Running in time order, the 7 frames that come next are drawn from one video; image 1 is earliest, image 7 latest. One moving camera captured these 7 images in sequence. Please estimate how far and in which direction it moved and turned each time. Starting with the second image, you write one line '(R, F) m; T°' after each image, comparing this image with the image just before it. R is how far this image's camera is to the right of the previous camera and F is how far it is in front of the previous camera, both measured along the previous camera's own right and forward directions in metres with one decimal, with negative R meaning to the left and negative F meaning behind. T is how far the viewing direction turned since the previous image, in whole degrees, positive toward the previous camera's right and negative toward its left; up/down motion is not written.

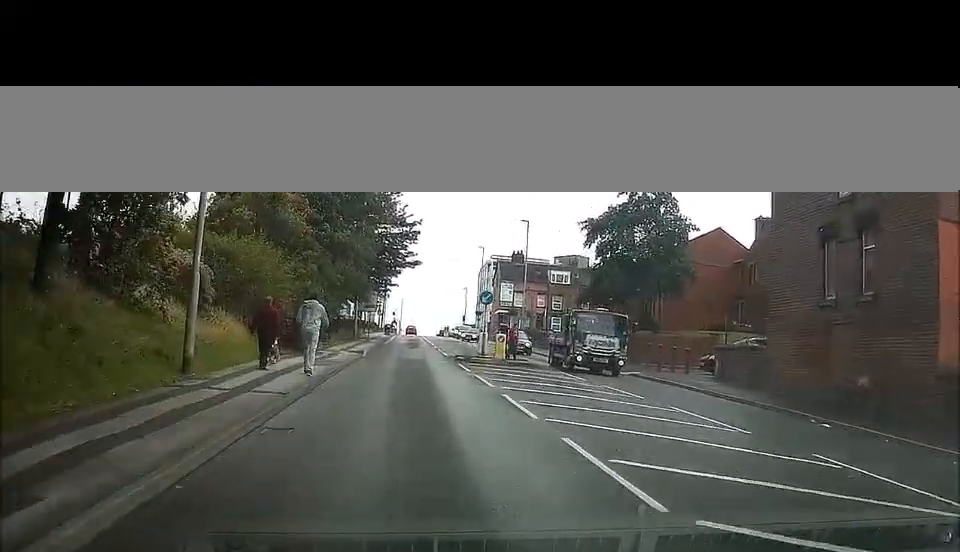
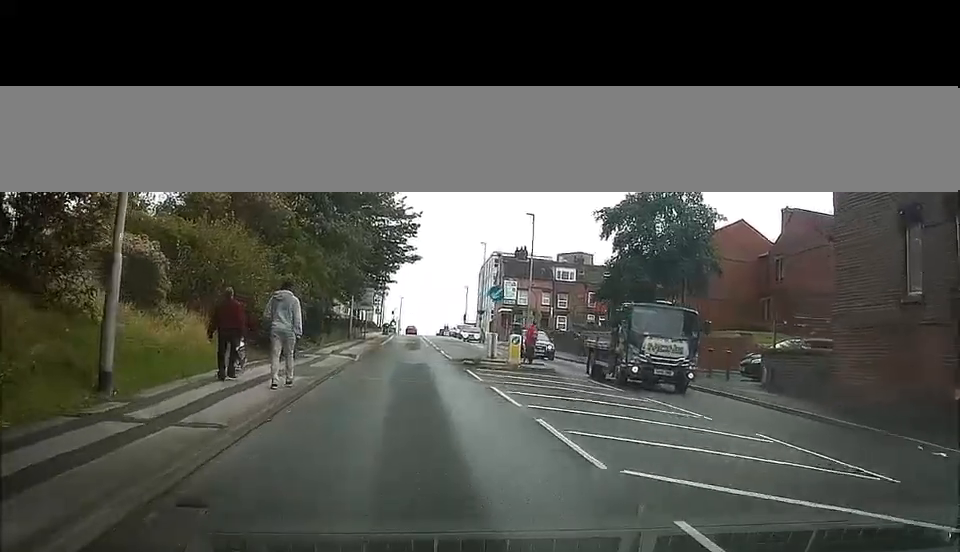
(-0.1, +4.6) m; 0°
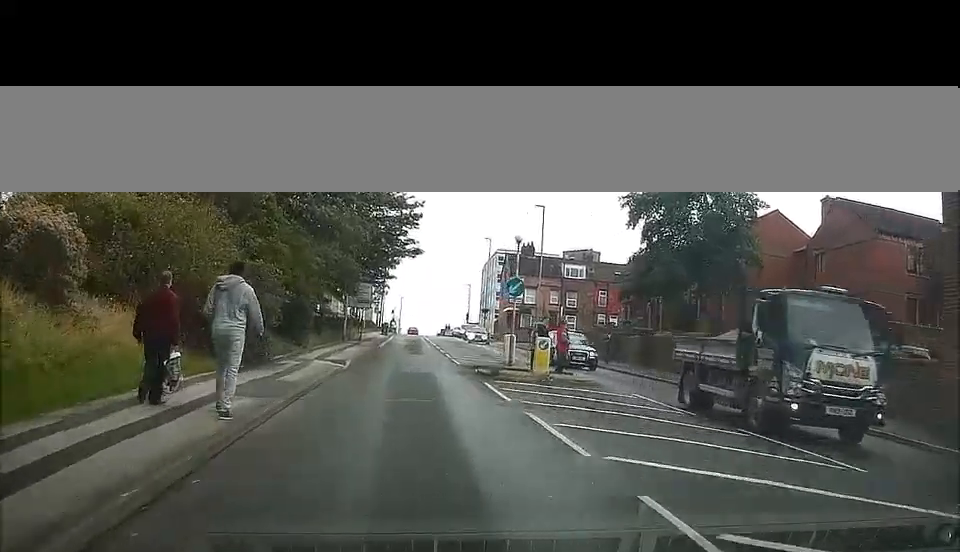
(0.0, +5.3) m; +1°
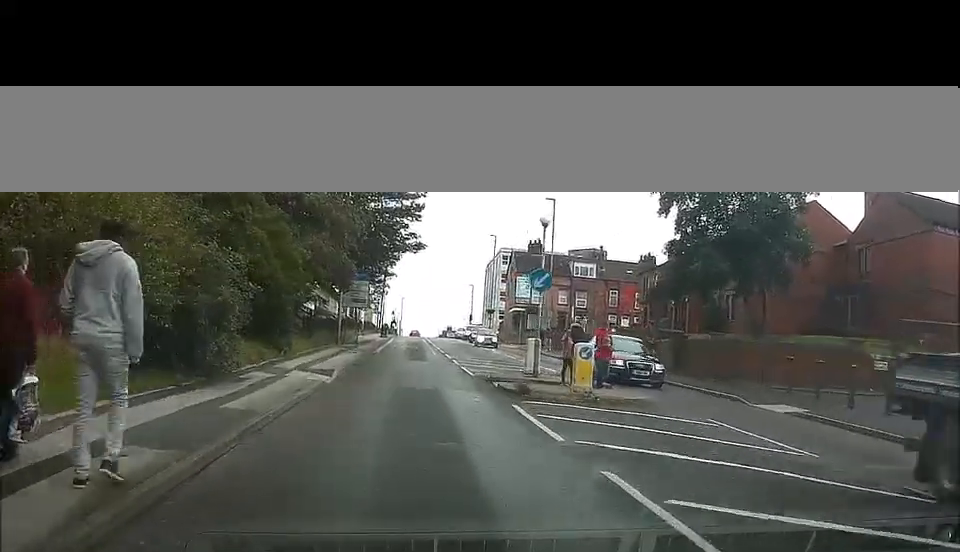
(0.0, +5.0) m; +1°
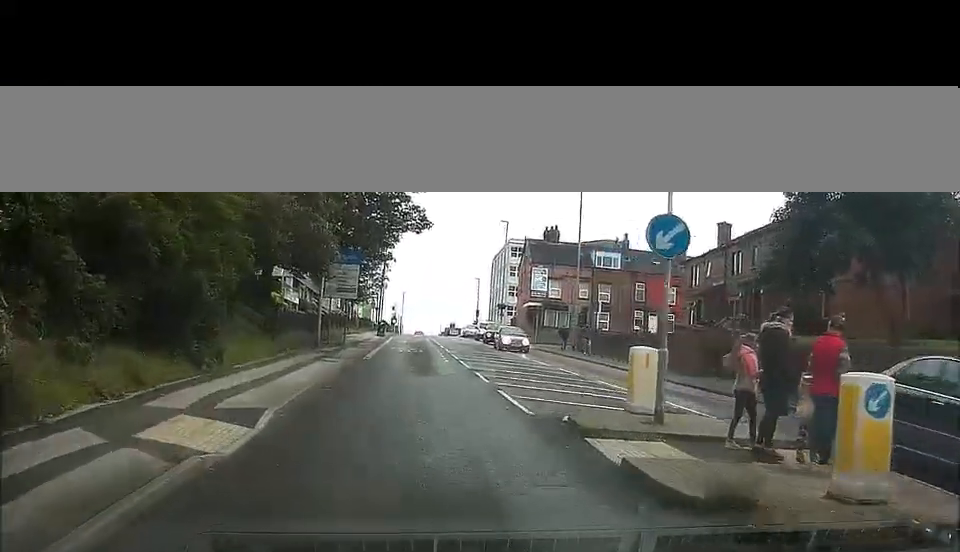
(+0.3, +10.7) m; +1°
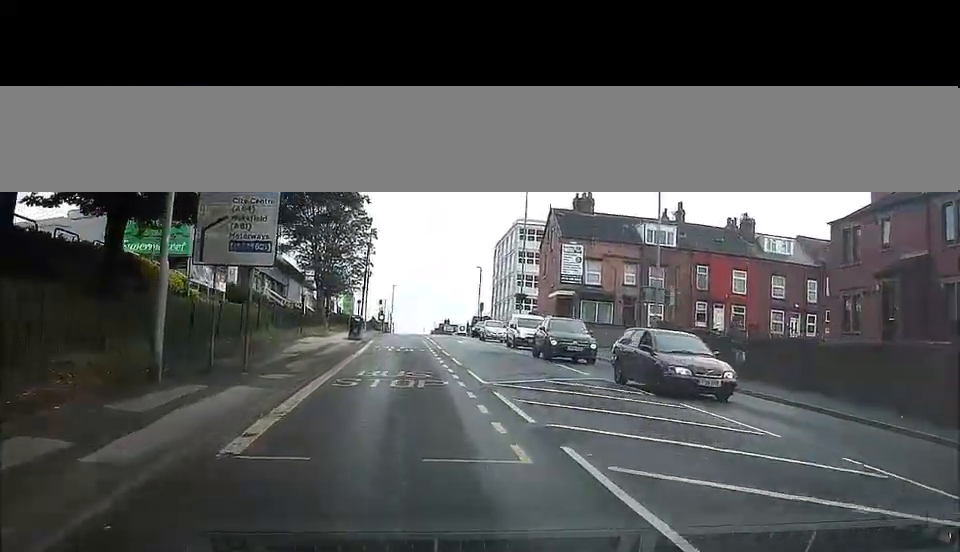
(-0.9, +21.0) m; -3°
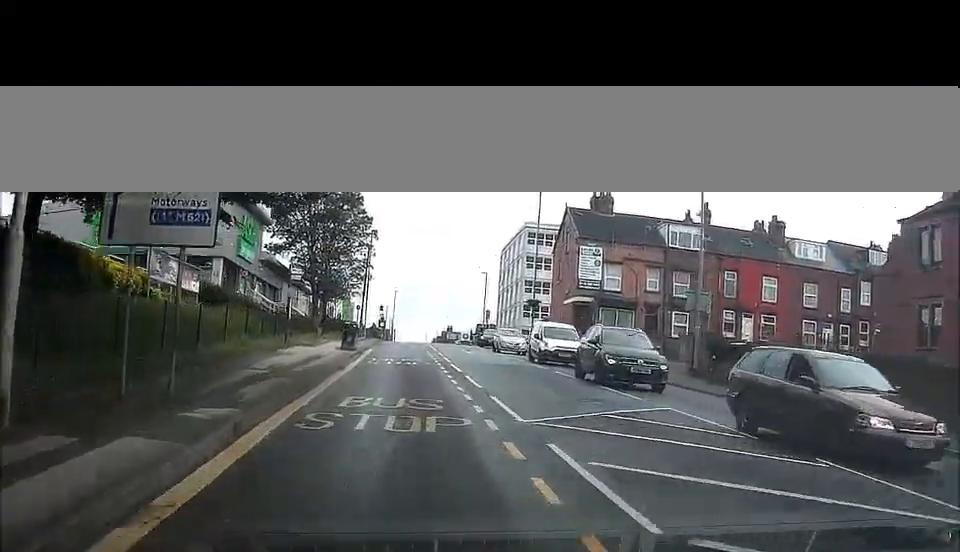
(-0.2, +5.4) m; +1°
